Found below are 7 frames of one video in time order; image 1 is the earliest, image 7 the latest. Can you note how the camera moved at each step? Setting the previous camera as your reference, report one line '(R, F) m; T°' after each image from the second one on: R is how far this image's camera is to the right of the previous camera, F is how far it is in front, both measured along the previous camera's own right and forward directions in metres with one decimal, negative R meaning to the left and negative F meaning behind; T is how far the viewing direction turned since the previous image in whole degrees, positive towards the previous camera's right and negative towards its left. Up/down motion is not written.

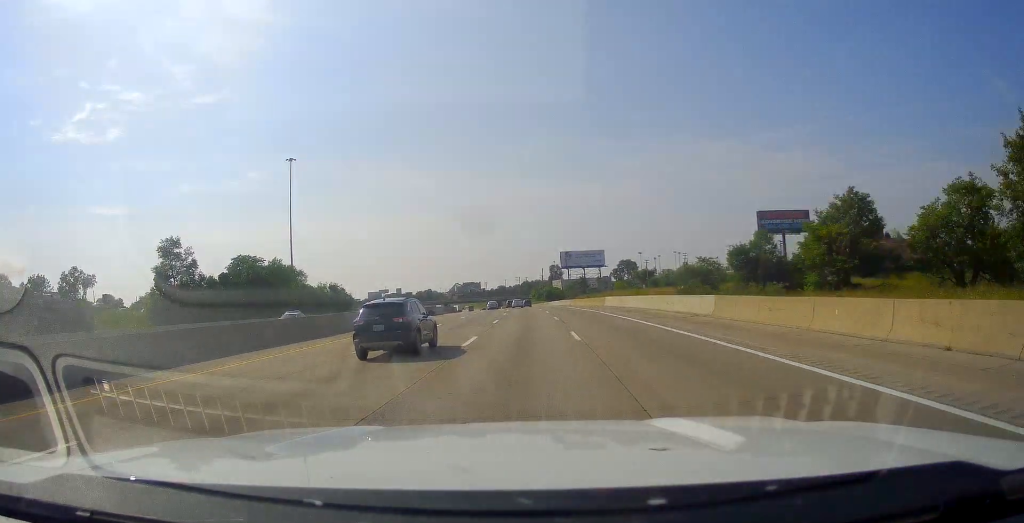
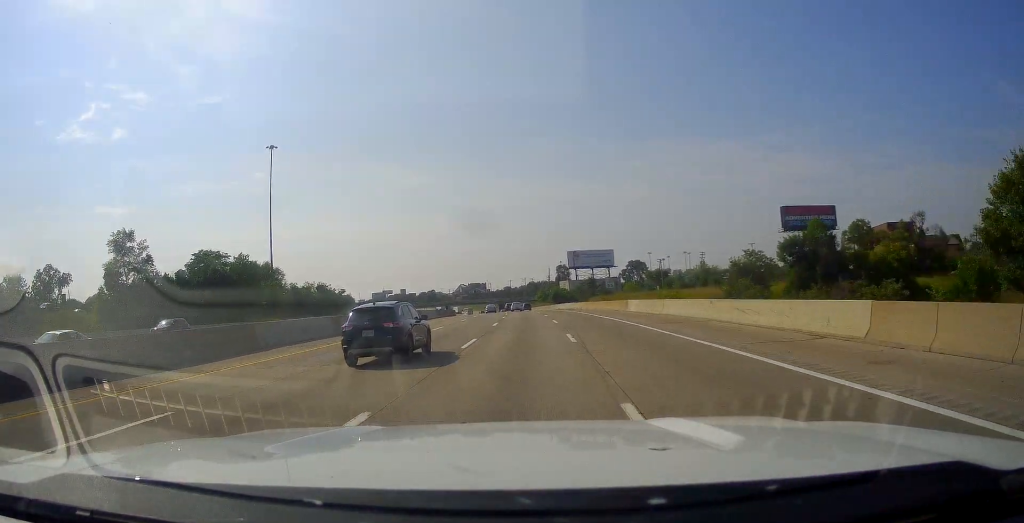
(-0.1, +14.8) m; -1°
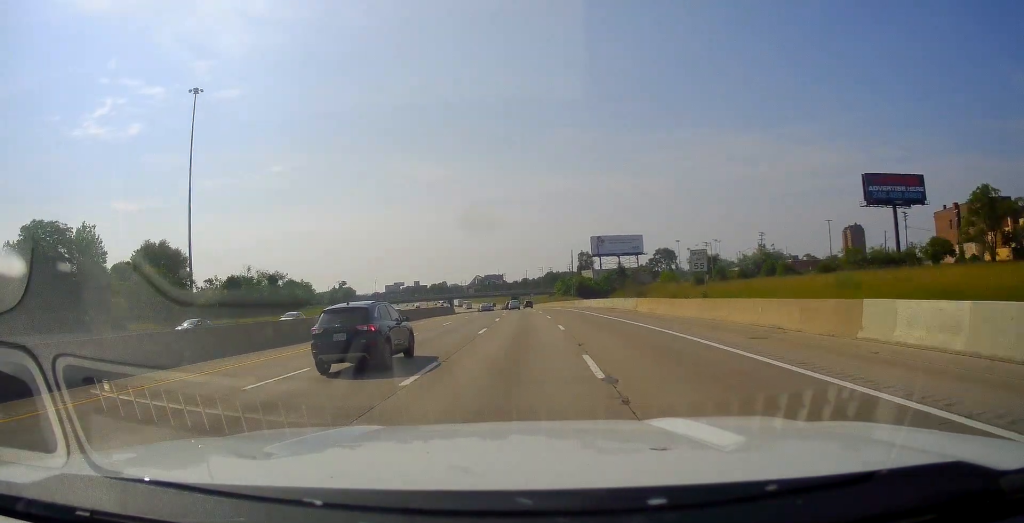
(-0.7, +39.6) m; -3°
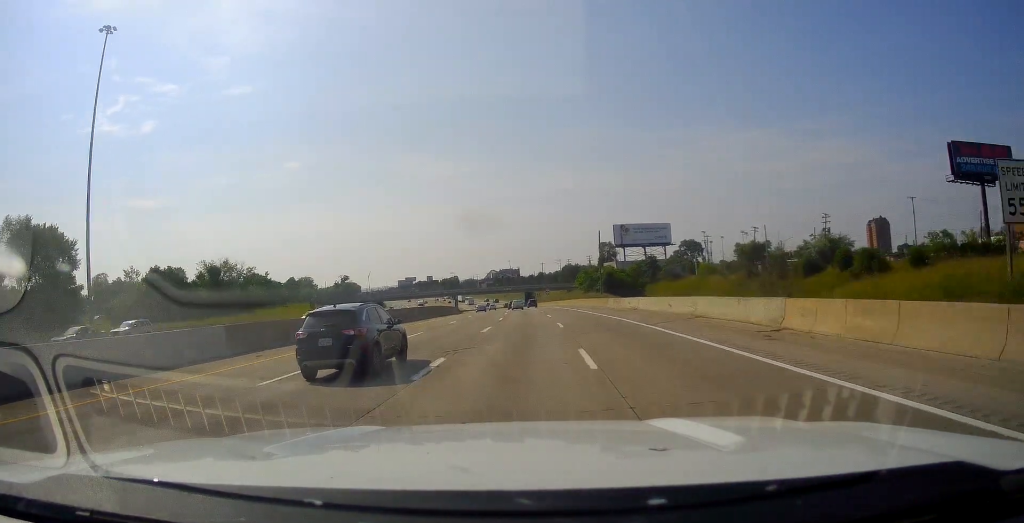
(-0.6, +29.2) m; -2°
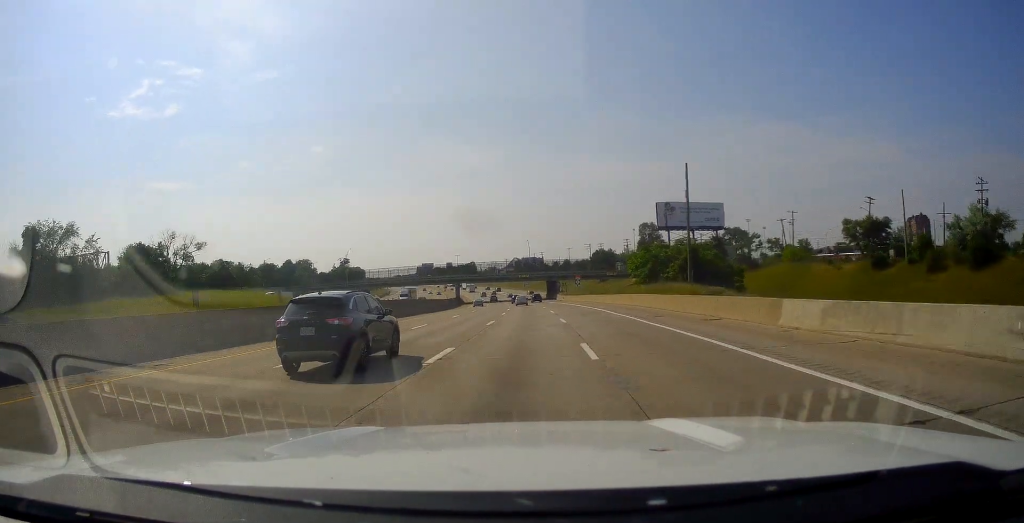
(-0.9, +45.6) m; -3°
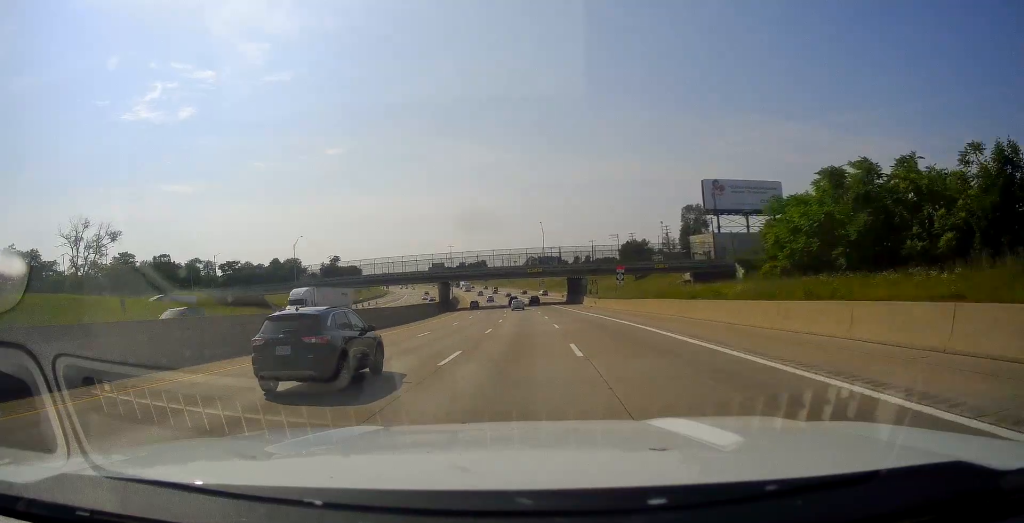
(-1.7, +43.2) m; -2°
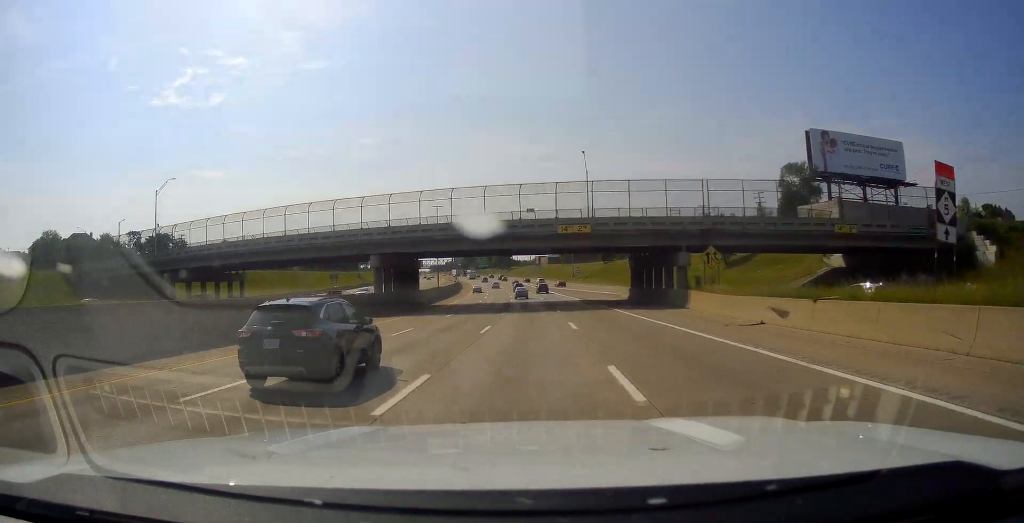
(-0.1, +53.5) m; -2°
